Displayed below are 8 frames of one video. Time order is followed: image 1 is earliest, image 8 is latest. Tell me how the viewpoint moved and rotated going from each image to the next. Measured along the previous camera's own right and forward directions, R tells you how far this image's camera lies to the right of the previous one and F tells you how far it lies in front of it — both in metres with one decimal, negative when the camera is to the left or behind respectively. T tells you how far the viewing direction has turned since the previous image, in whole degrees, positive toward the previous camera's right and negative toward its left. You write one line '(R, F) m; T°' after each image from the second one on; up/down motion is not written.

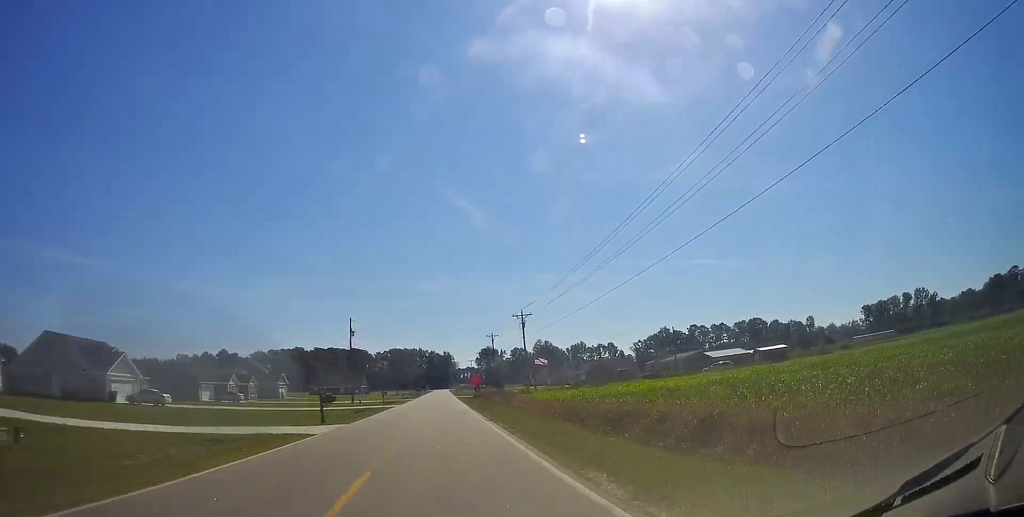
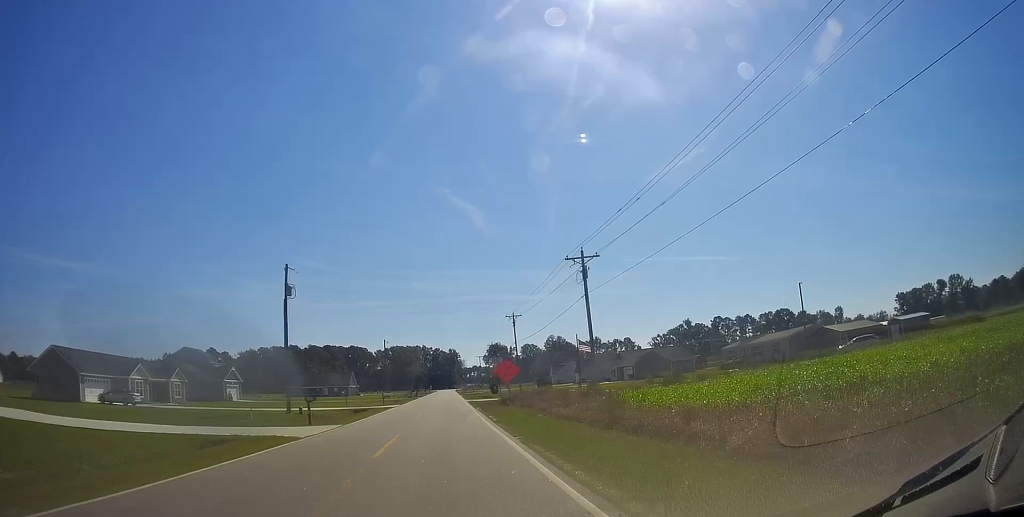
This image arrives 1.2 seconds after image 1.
(+0.4, +31.4) m; 0°
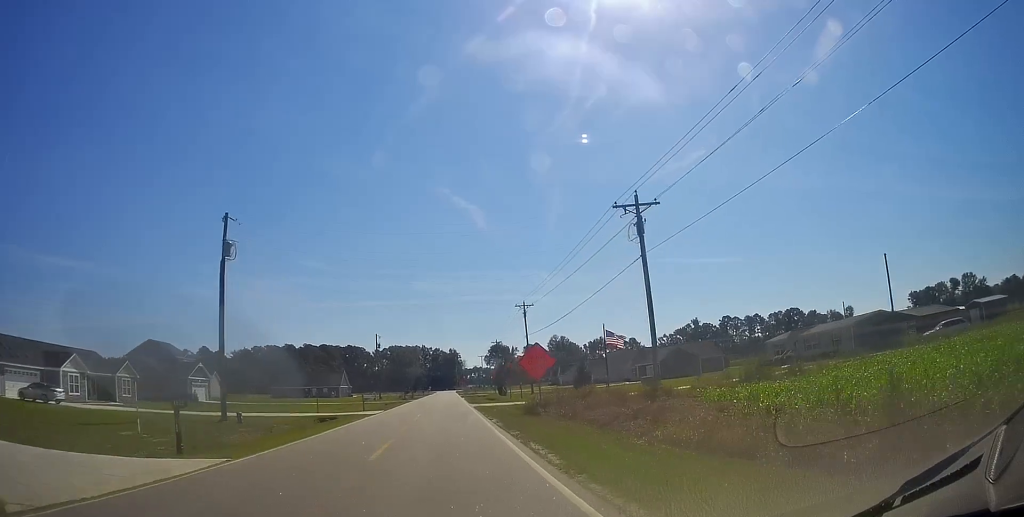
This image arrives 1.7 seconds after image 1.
(-0.1, +12.6) m; -1°
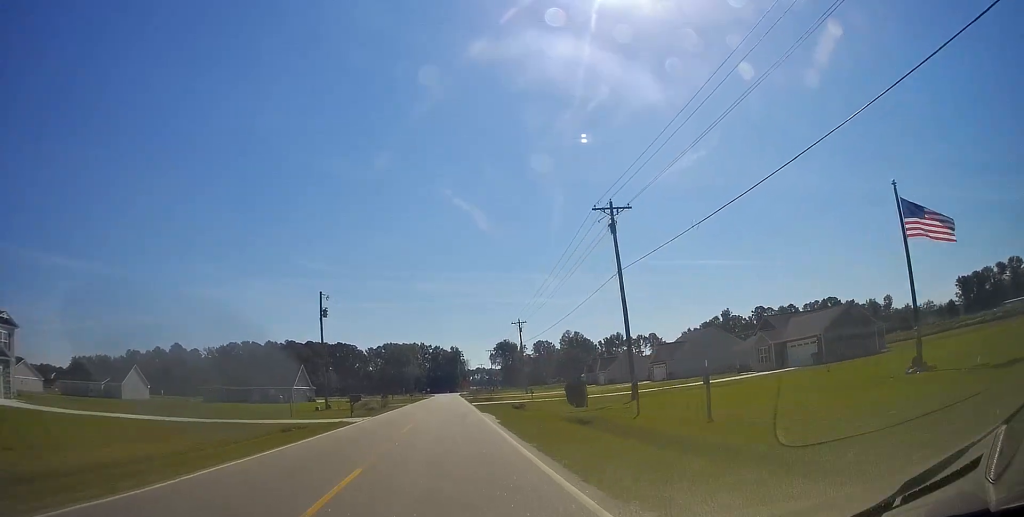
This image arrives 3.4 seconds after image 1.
(-1.0, +42.5) m; -1°
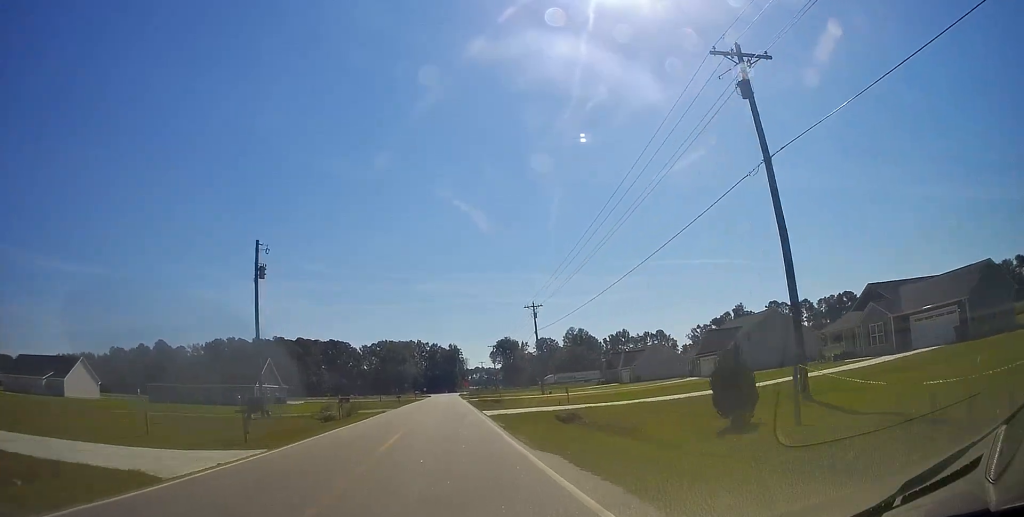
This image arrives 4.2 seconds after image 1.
(+0.3, +17.9) m; 0°
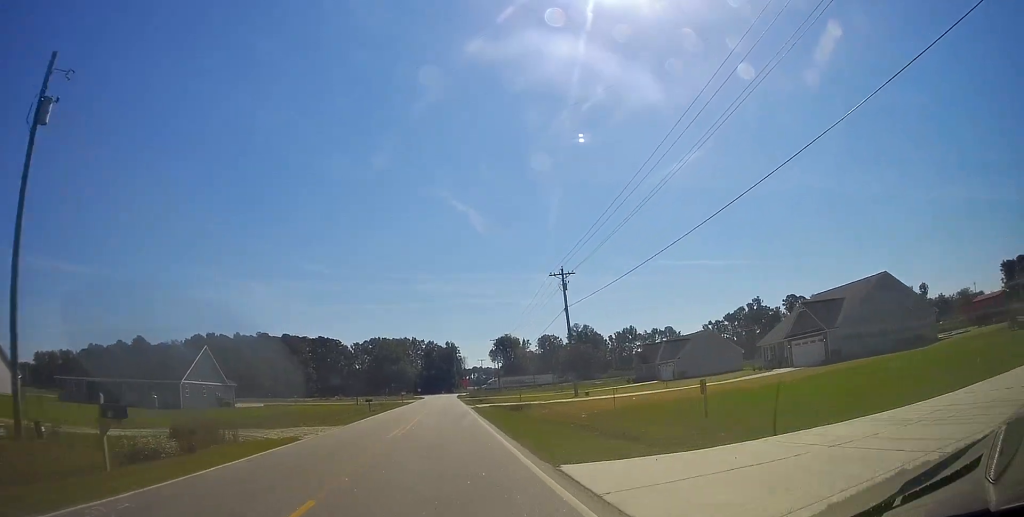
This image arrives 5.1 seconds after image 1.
(-0.3, +21.5) m; 0°
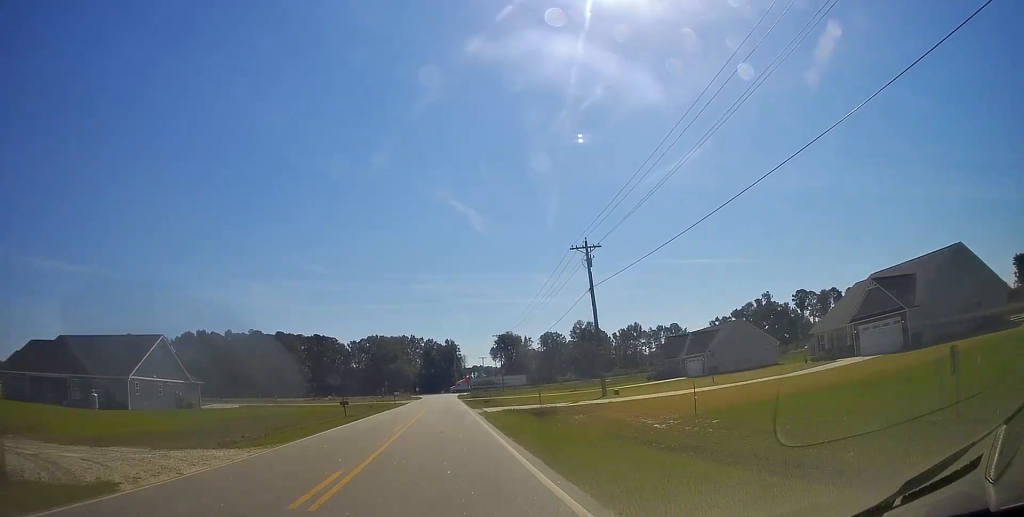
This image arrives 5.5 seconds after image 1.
(-0.1, +10.1) m; 0°
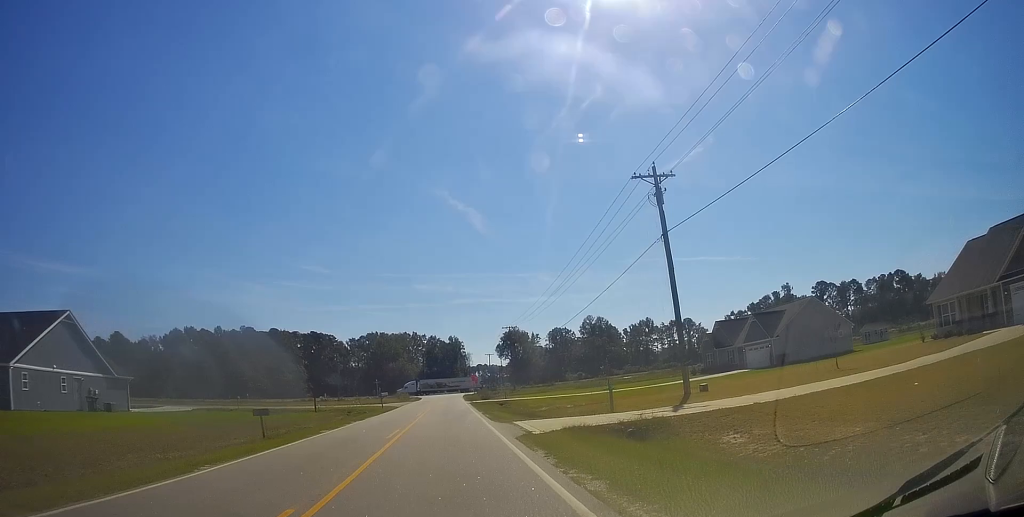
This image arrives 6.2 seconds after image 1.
(+0.3, +15.5) m; +1°
